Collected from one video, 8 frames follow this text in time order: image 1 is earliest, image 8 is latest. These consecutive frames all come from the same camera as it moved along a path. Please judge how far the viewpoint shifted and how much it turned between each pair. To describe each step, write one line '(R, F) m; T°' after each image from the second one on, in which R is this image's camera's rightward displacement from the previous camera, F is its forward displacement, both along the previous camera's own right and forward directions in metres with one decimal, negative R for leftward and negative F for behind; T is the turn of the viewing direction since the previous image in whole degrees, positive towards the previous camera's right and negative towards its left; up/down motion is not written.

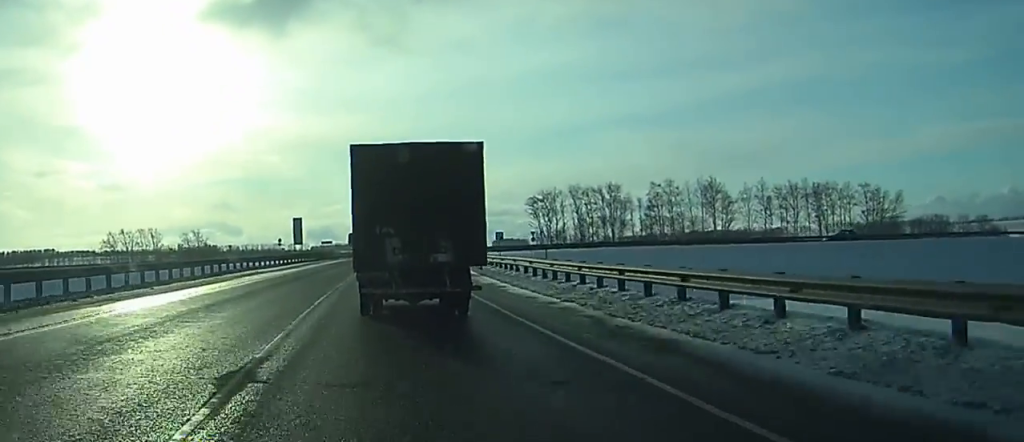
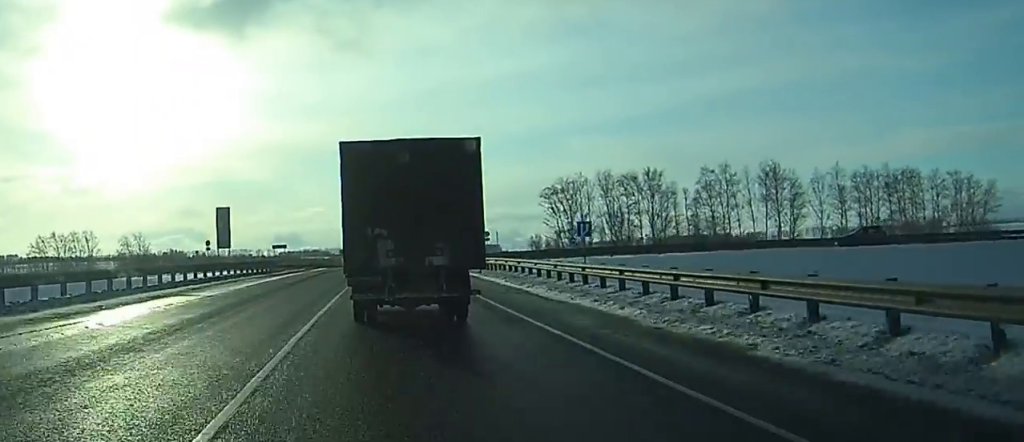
(+0.7, +40.8) m; +2°
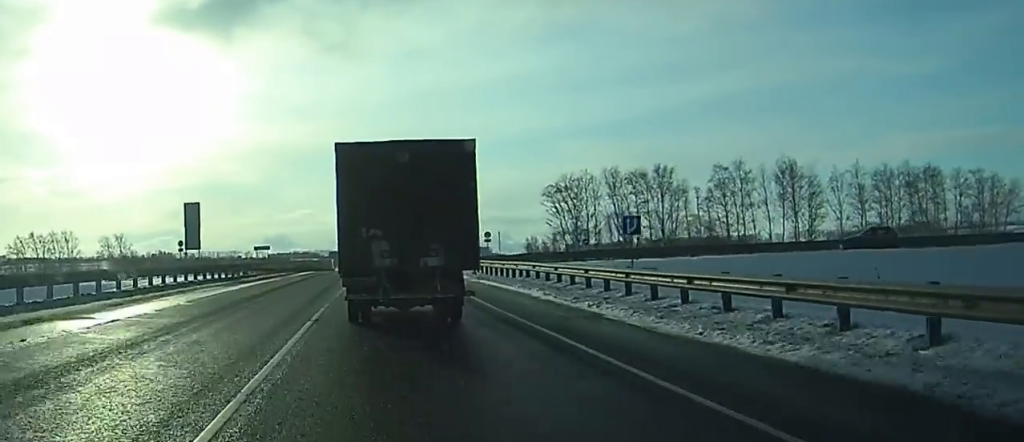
(0.0, +9.2) m; 0°
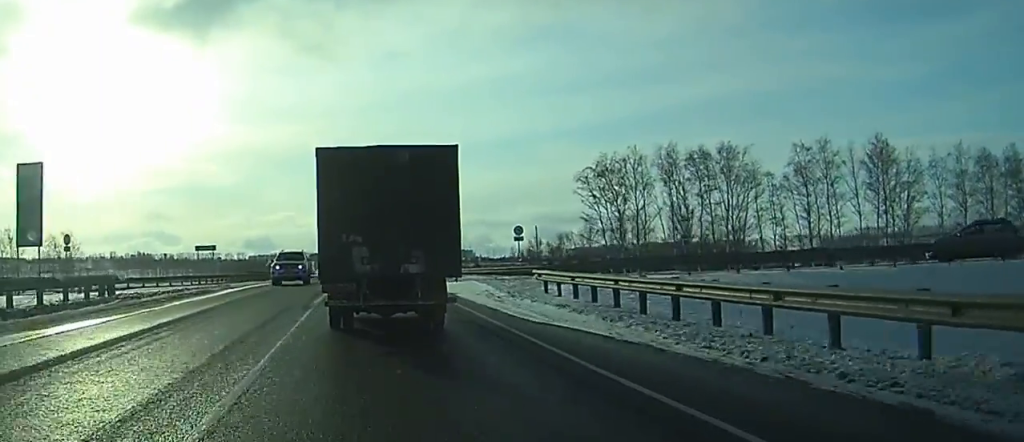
(+0.4, +28.4) m; +1°
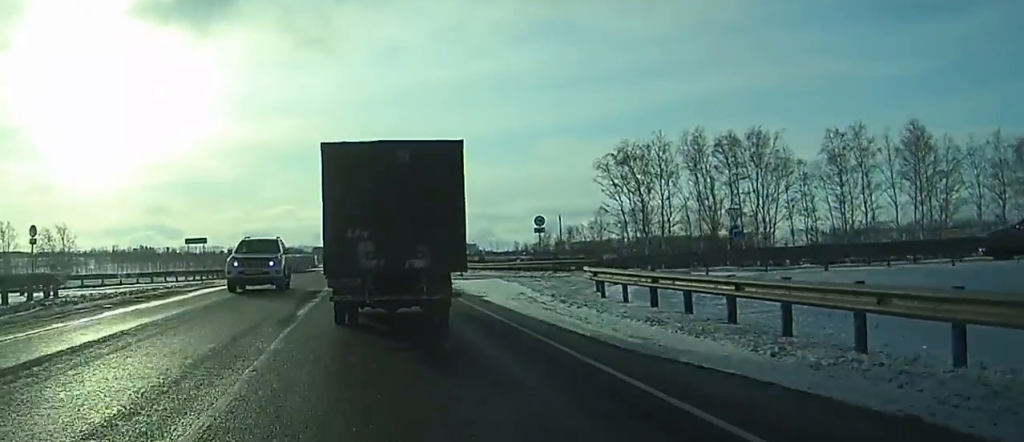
(0.0, +6.5) m; 0°
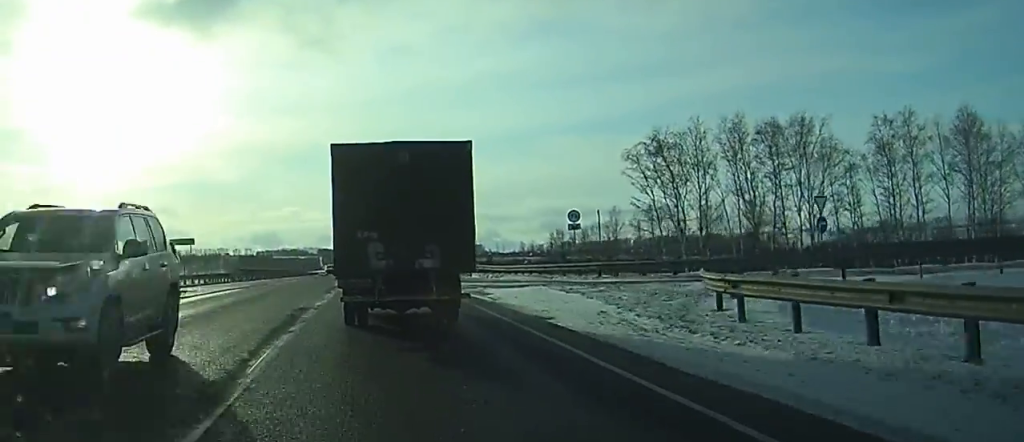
(0.0, +8.1) m; 0°
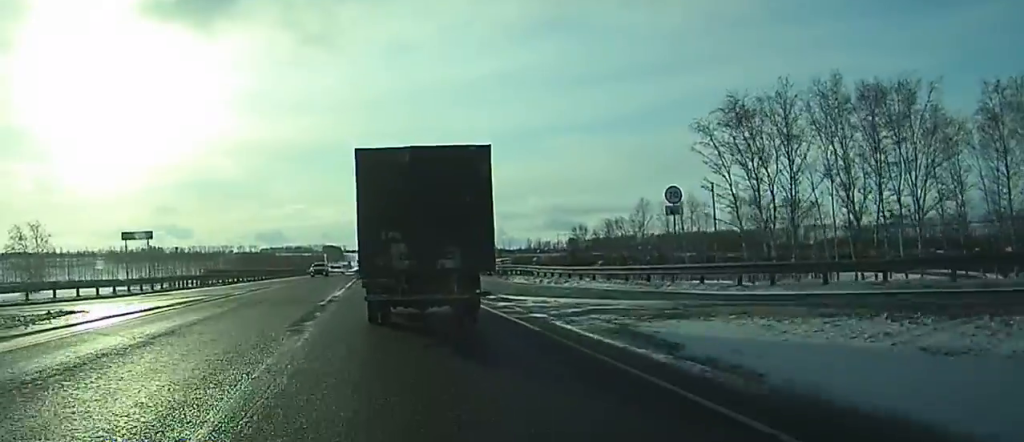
(+0.1, +15.5) m; +1°
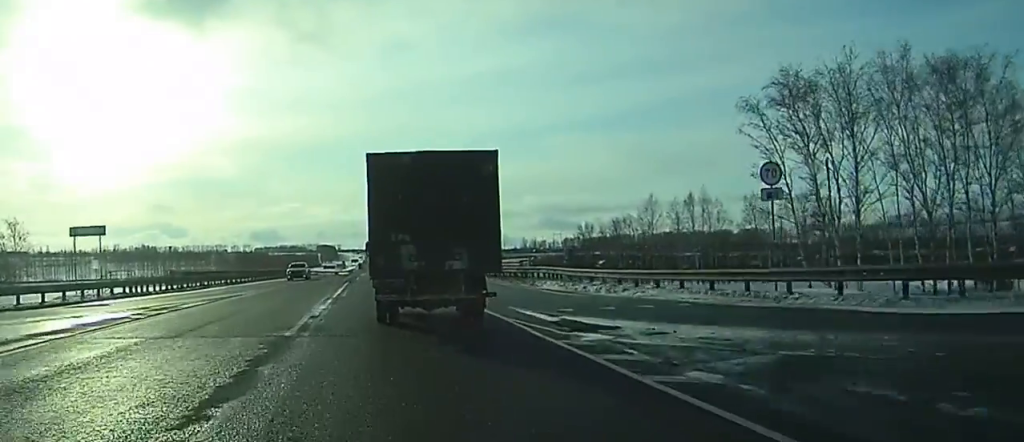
(0.0, +9.0) m; 0°
